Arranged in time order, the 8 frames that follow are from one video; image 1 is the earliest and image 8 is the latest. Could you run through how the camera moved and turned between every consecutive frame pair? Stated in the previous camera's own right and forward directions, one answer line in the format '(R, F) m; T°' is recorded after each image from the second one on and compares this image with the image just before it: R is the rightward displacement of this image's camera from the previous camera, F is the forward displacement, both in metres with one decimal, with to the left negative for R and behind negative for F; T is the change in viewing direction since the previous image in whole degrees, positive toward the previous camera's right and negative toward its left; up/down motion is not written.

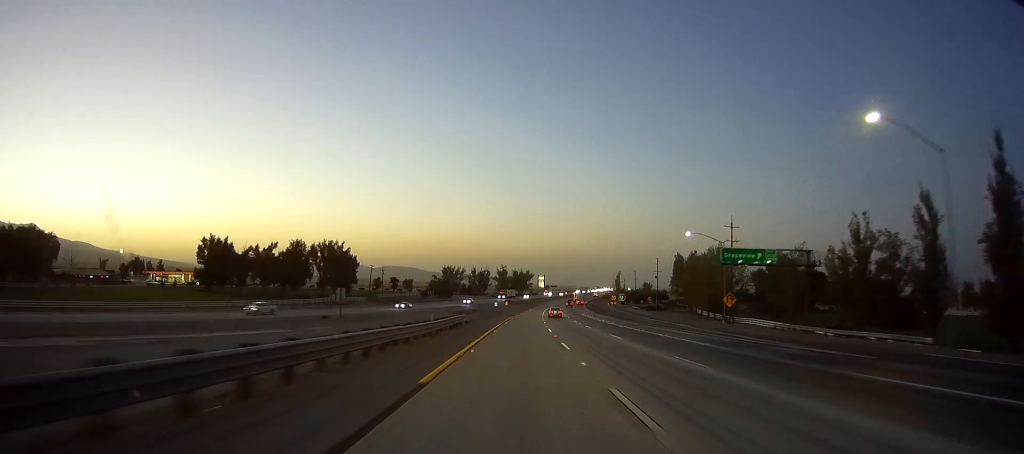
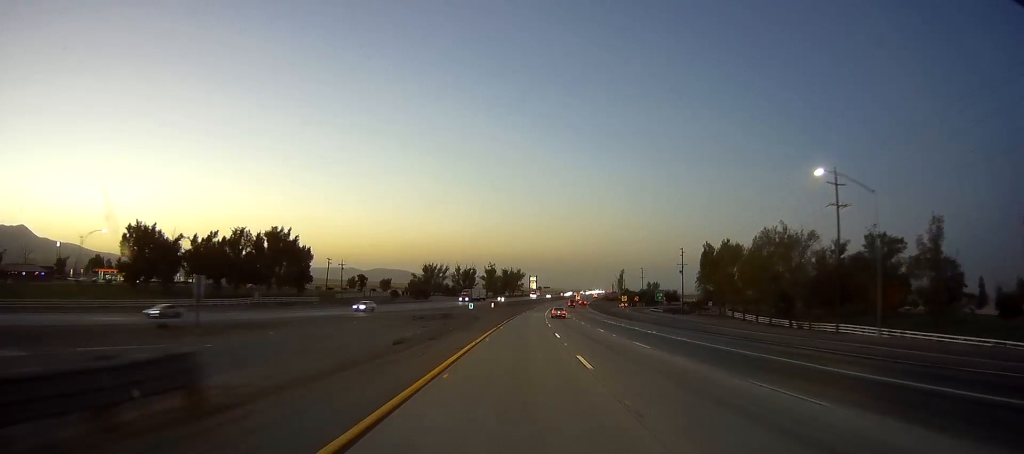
(+0.4, +36.1) m; +1°
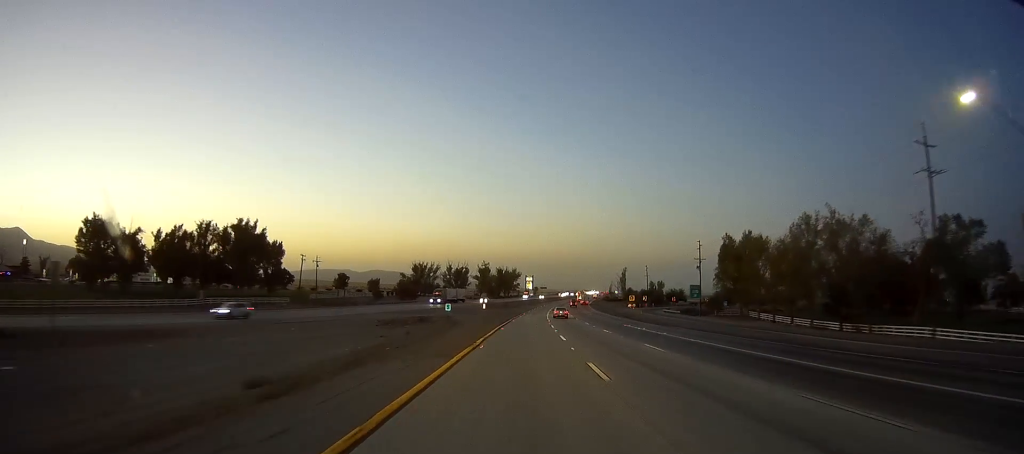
(+0.4, +17.1) m; 0°
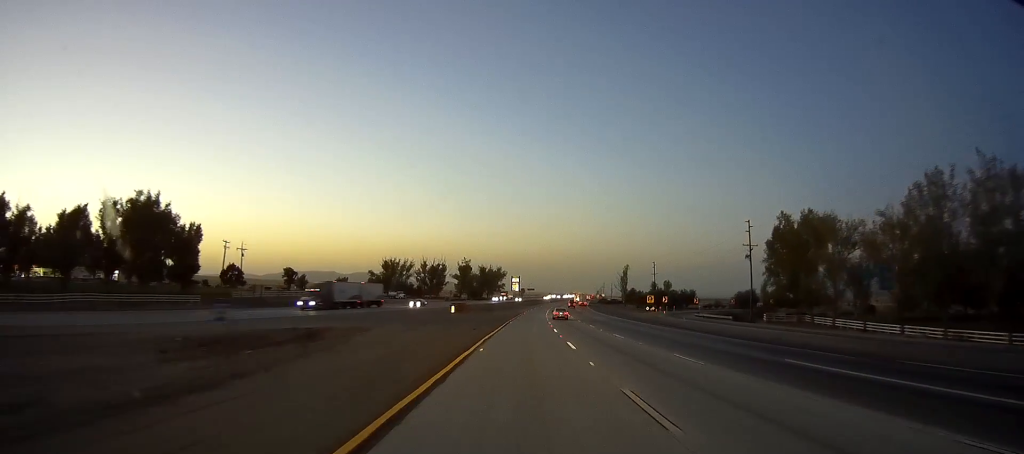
(-0.6, +34.4) m; 0°
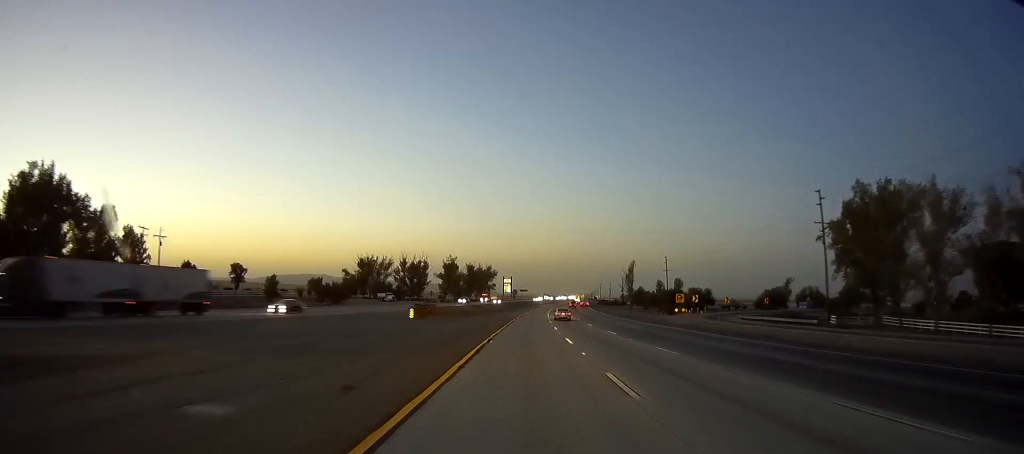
(+0.6, +26.0) m; +2°
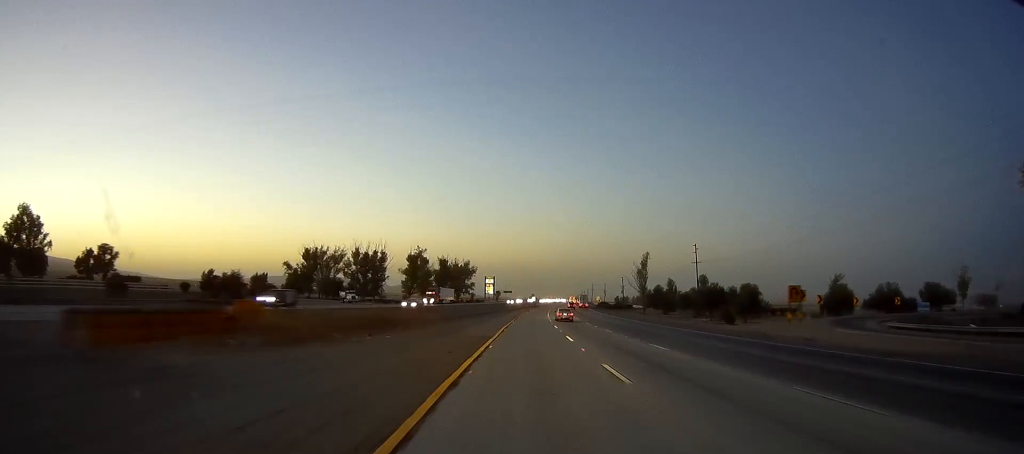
(+1.2, +42.2) m; +2°
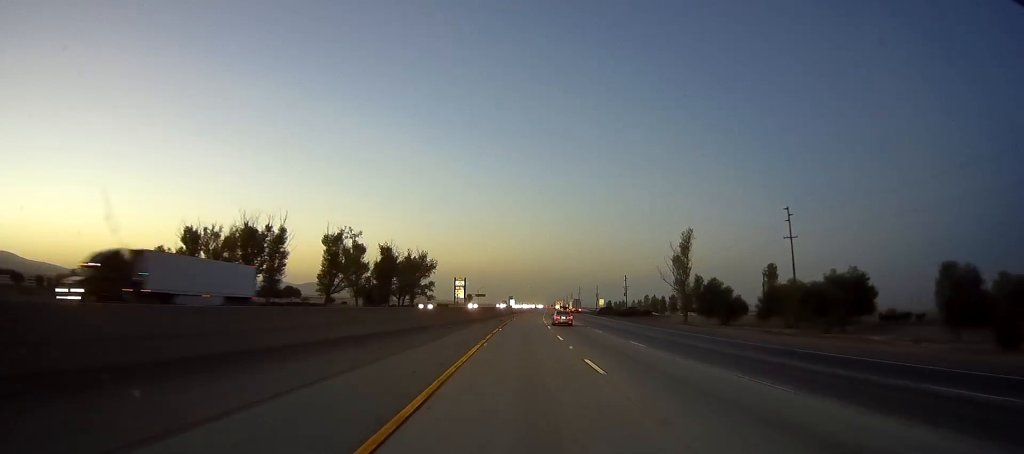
(+1.1, +56.2) m; +2°
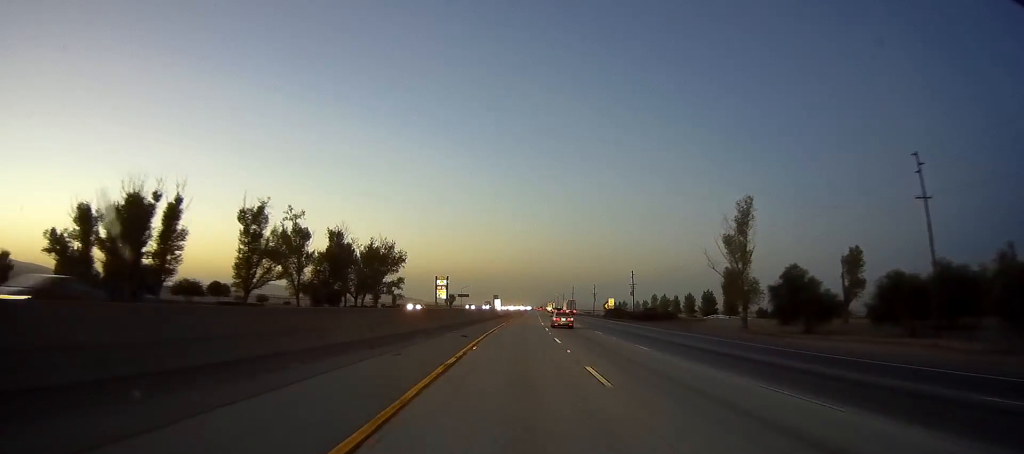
(+0.2, +31.4) m; 0°
